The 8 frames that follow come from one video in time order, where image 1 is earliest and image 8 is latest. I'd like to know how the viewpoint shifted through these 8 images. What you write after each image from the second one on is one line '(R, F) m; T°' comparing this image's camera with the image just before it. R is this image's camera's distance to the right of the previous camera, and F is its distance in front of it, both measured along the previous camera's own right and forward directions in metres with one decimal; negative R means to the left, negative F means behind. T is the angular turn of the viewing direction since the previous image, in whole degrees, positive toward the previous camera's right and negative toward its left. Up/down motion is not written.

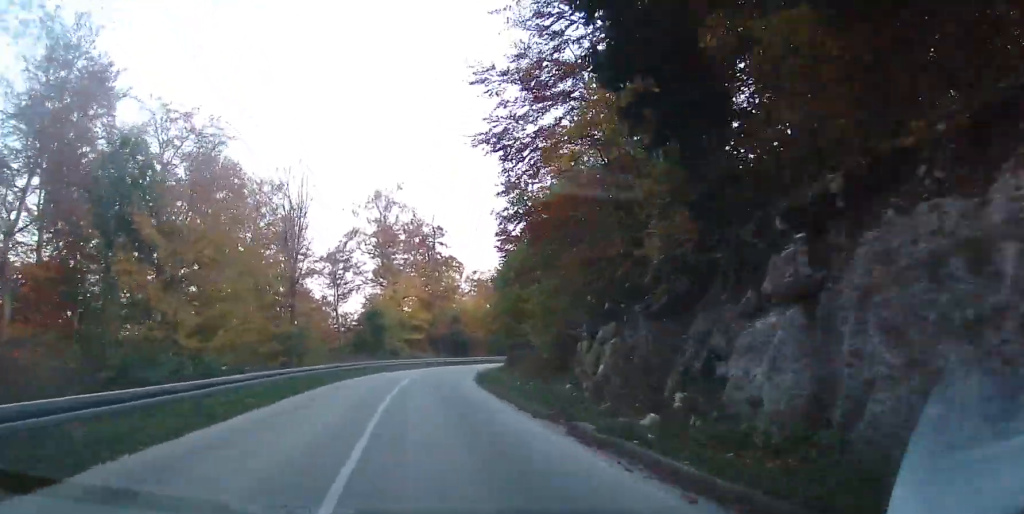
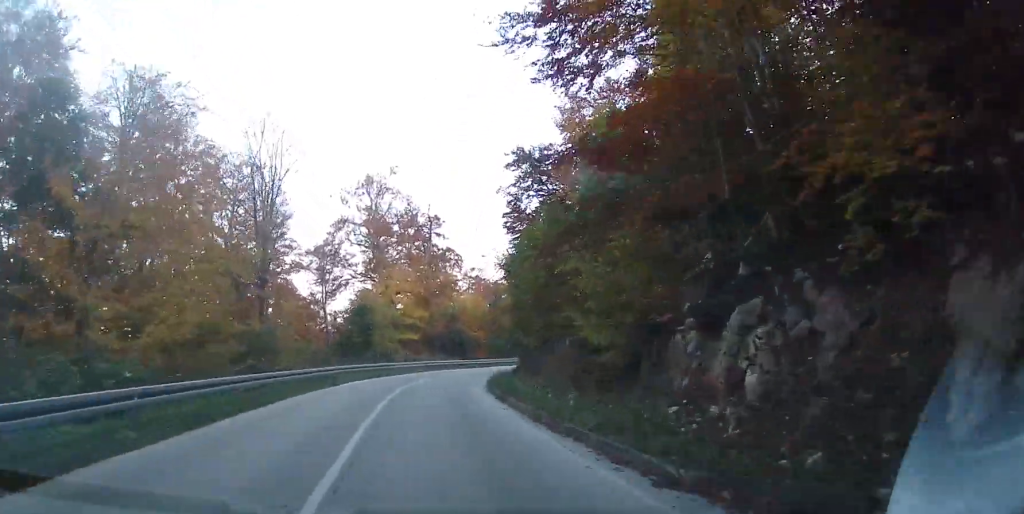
(-0.3, +7.1) m; 0°
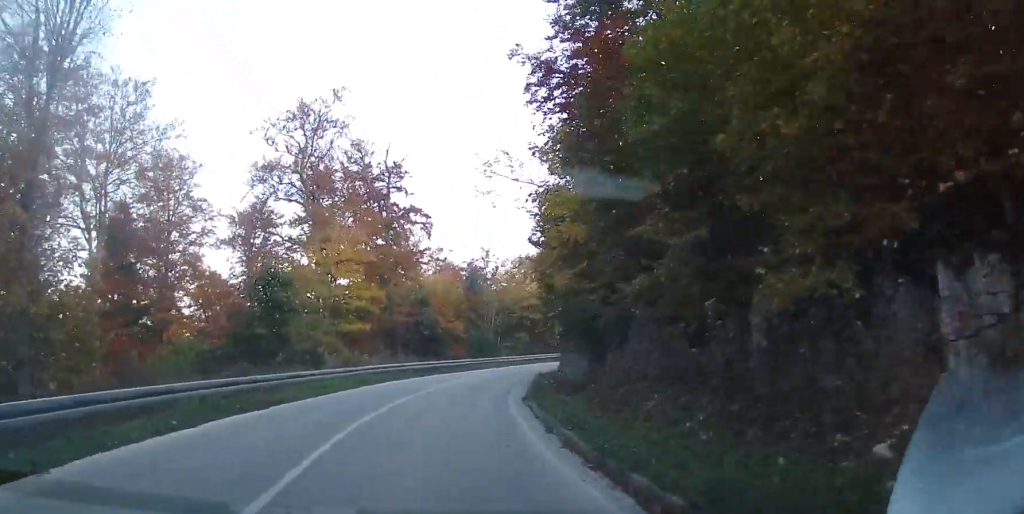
(+0.6, +21.0) m; +5°
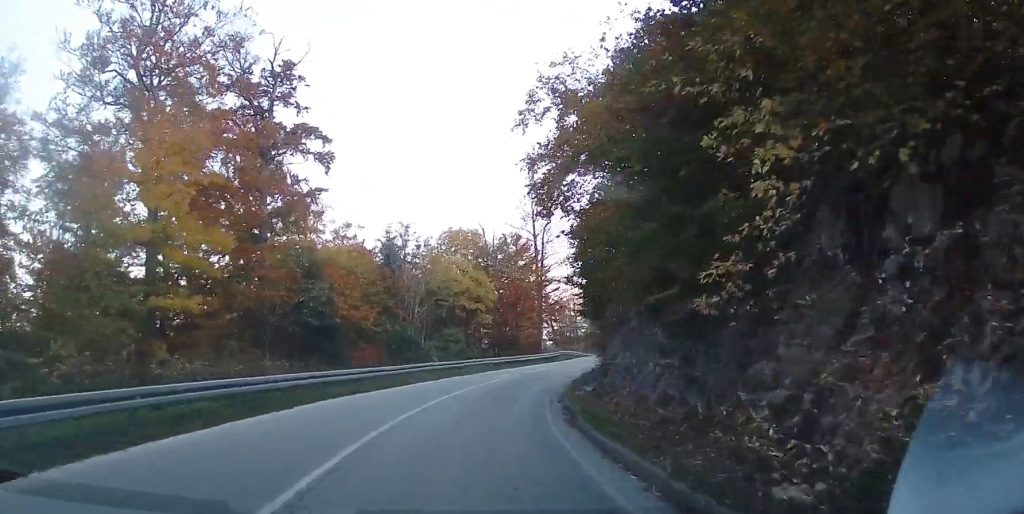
(+1.7, +20.1) m; +14°
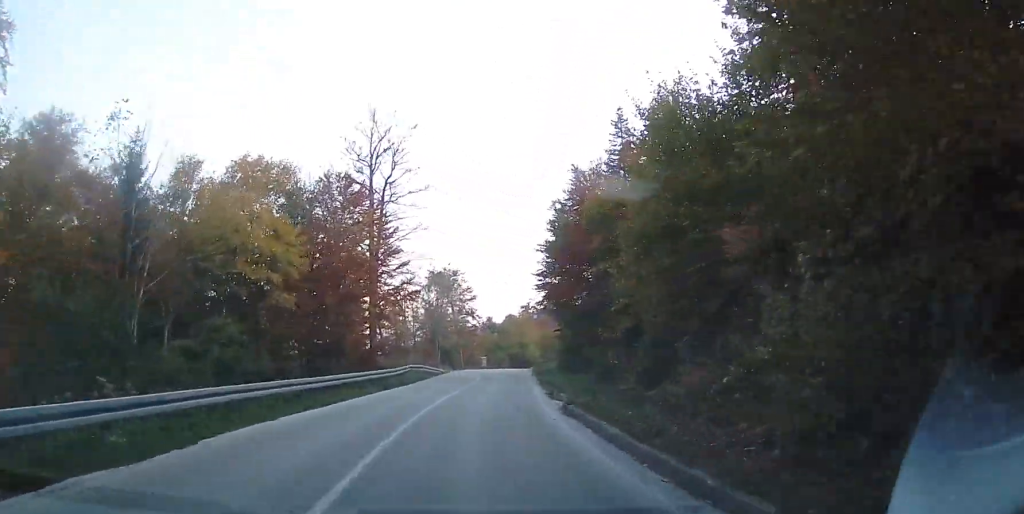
(+6.6, +26.7) m; +19°
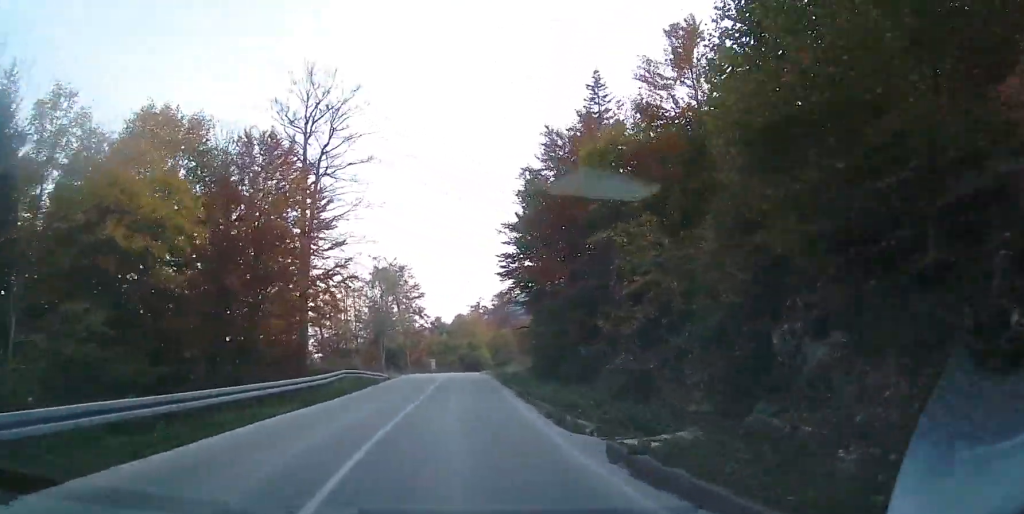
(+0.3, +9.6) m; +2°
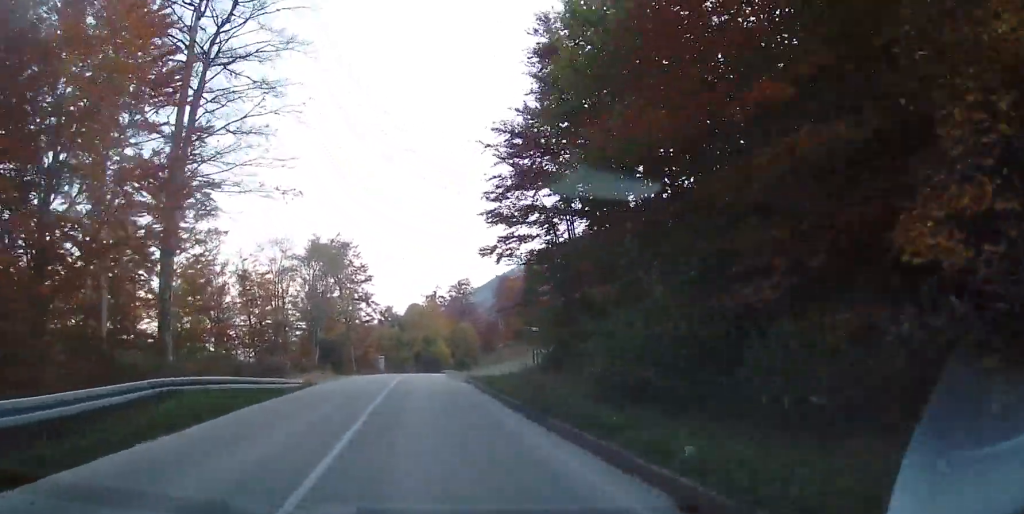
(-0.2, +19.2) m; +1°
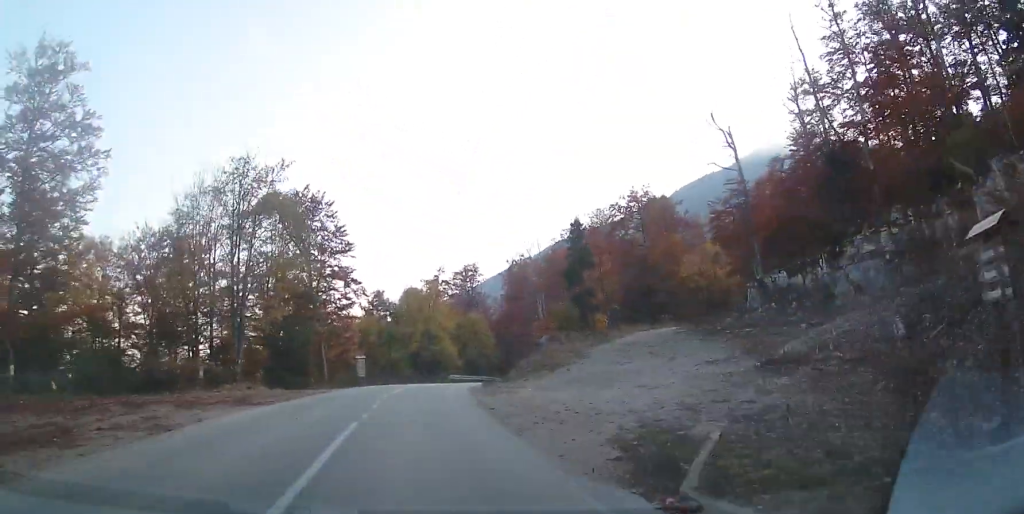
(+0.3, +27.7) m; -1°
